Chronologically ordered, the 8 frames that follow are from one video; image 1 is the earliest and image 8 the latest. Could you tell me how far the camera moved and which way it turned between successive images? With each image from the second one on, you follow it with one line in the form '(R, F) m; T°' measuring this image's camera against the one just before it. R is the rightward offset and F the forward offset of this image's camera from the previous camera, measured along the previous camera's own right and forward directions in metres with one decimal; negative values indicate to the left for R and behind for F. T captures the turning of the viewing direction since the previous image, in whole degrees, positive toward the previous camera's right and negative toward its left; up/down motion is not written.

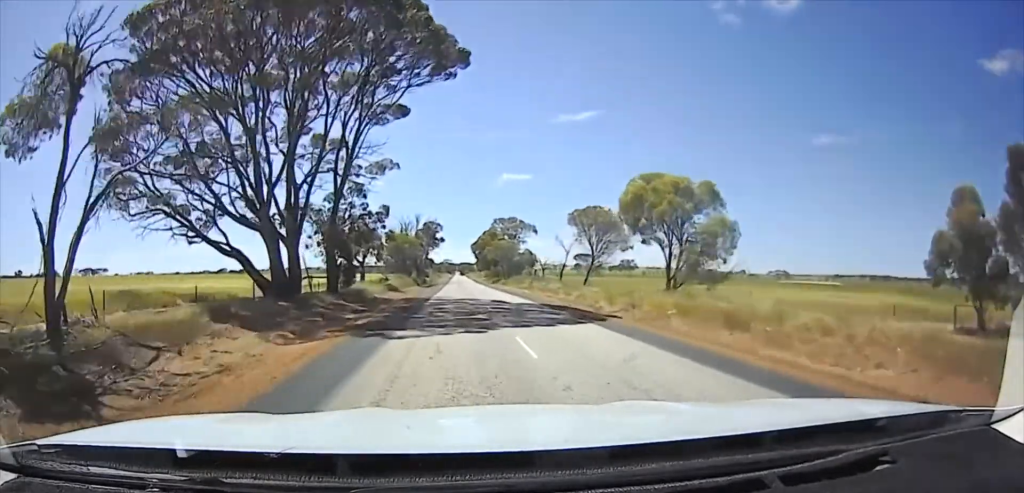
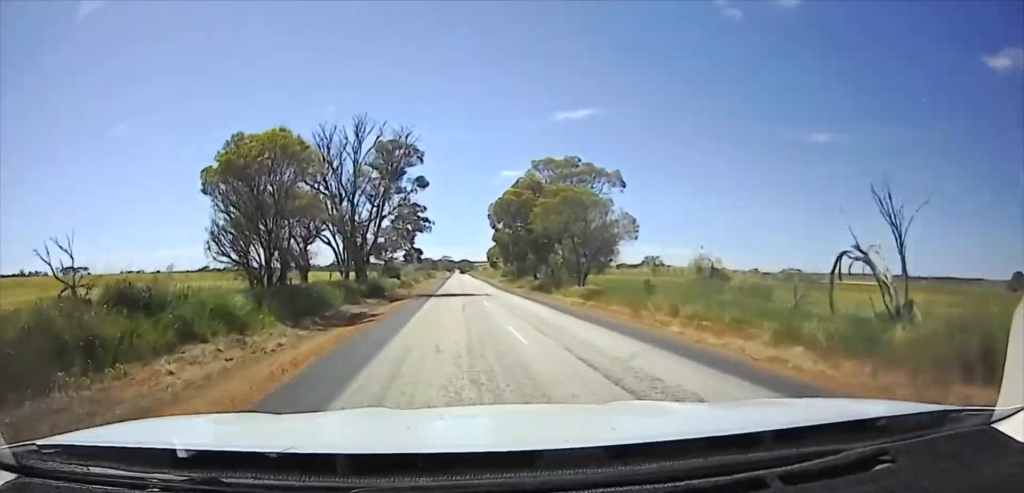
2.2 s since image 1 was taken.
(0.0, +61.6) m; 0°
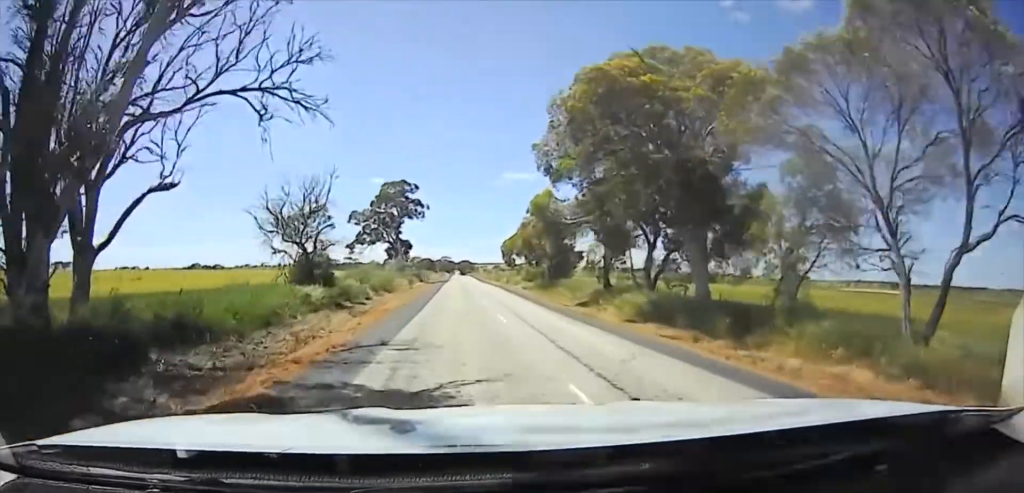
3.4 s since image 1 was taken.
(0.0, +28.0) m; 0°
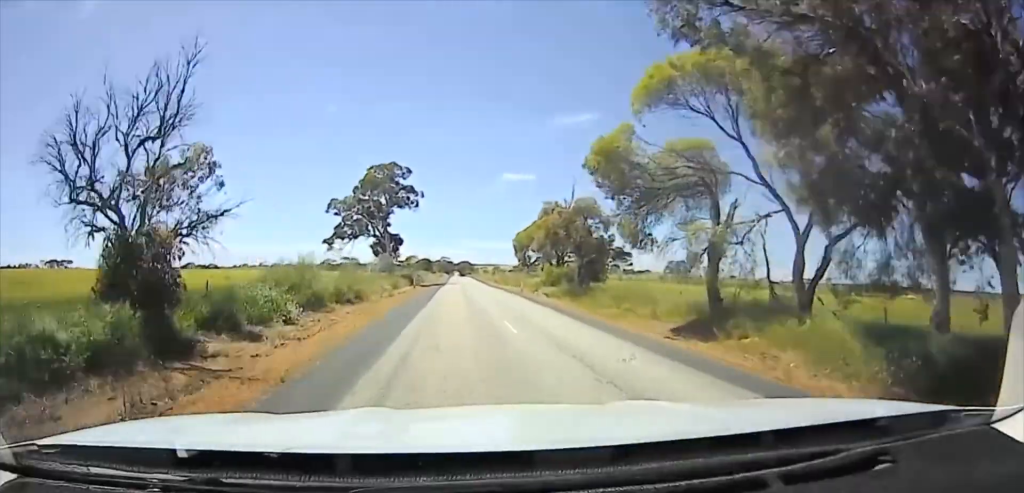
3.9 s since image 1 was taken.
(0.0, +11.7) m; 0°
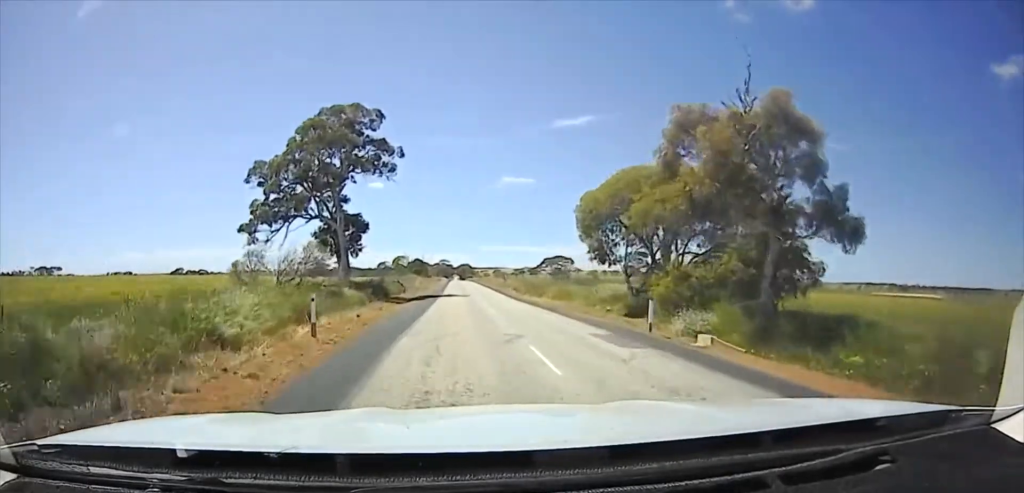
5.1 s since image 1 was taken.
(0.0, +22.4) m; 0°
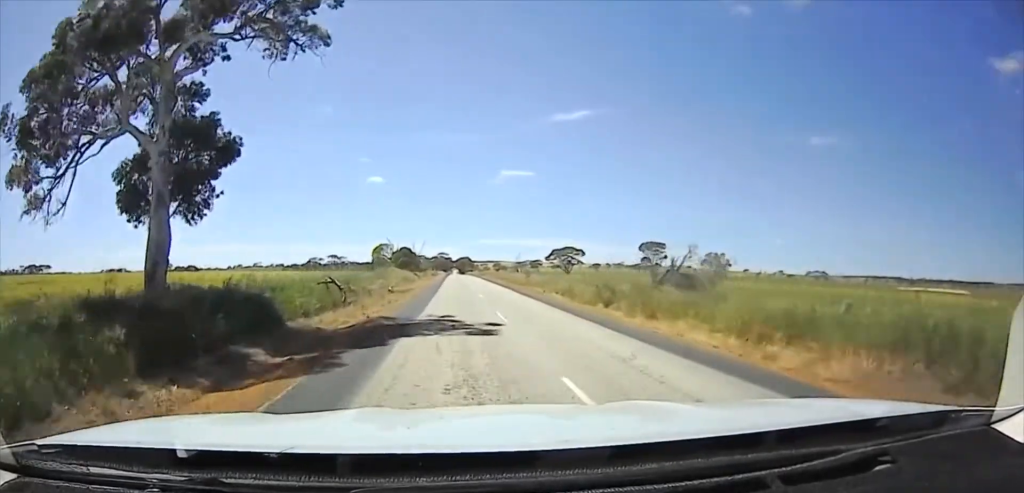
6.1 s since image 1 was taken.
(0.0, +18.4) m; 0°
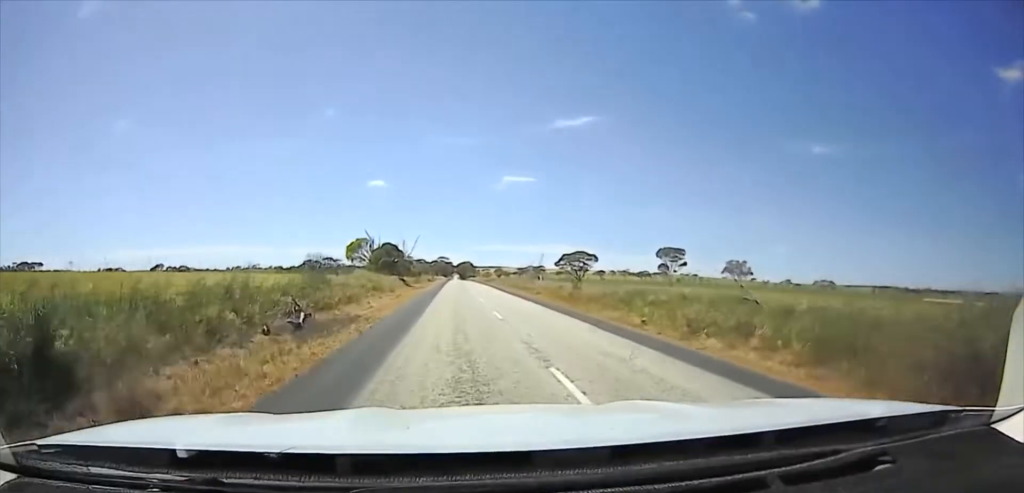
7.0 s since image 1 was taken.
(0.0, +15.2) m; 0°
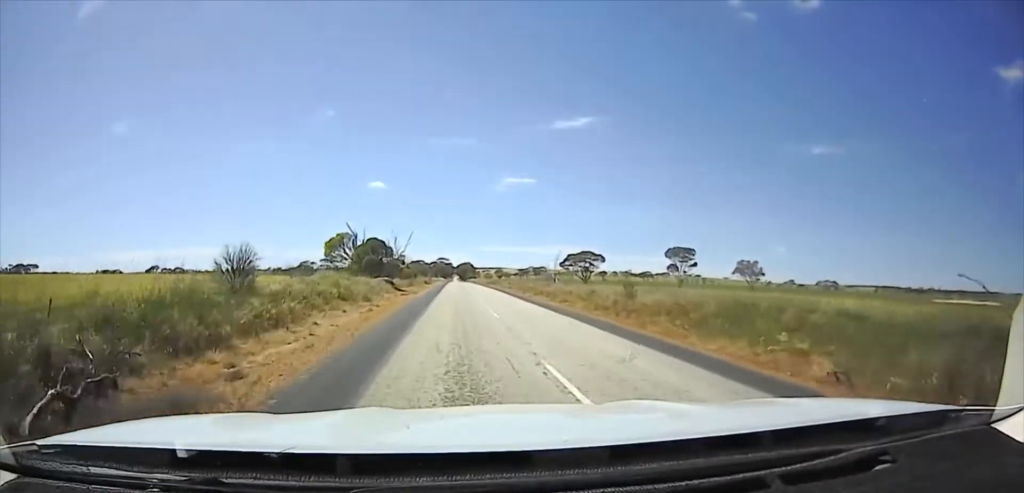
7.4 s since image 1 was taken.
(0.0, +7.8) m; 0°
